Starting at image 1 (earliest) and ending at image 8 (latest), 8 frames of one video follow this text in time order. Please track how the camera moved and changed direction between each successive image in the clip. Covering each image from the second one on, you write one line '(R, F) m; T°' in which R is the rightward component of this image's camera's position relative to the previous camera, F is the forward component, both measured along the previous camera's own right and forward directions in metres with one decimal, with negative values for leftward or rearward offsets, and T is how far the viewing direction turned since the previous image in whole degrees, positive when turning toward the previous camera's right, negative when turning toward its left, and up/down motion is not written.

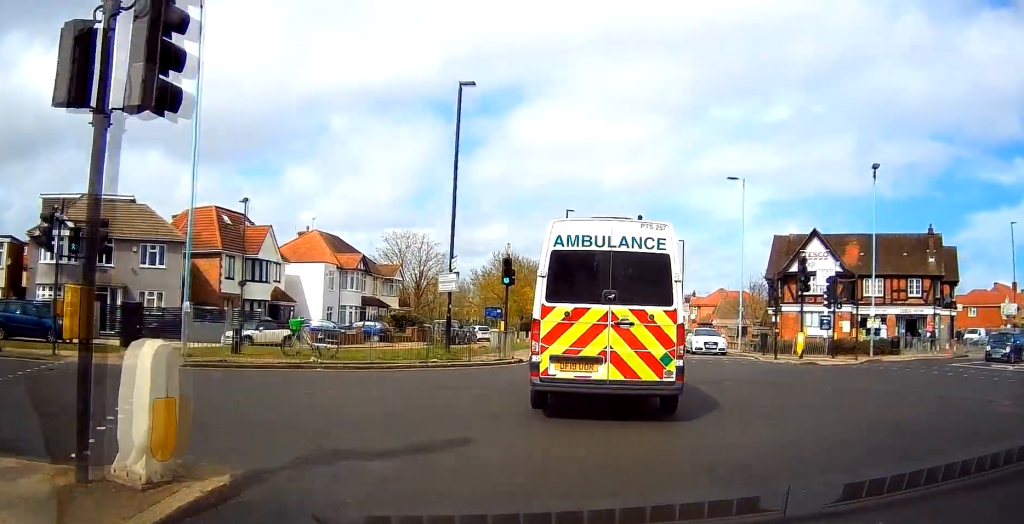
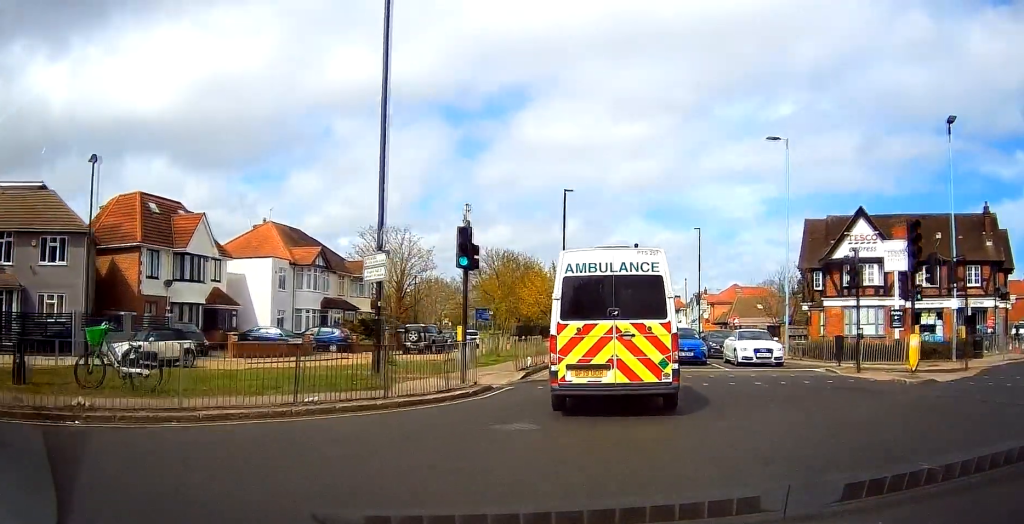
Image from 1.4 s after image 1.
(-0.3, +9.3) m; -1°
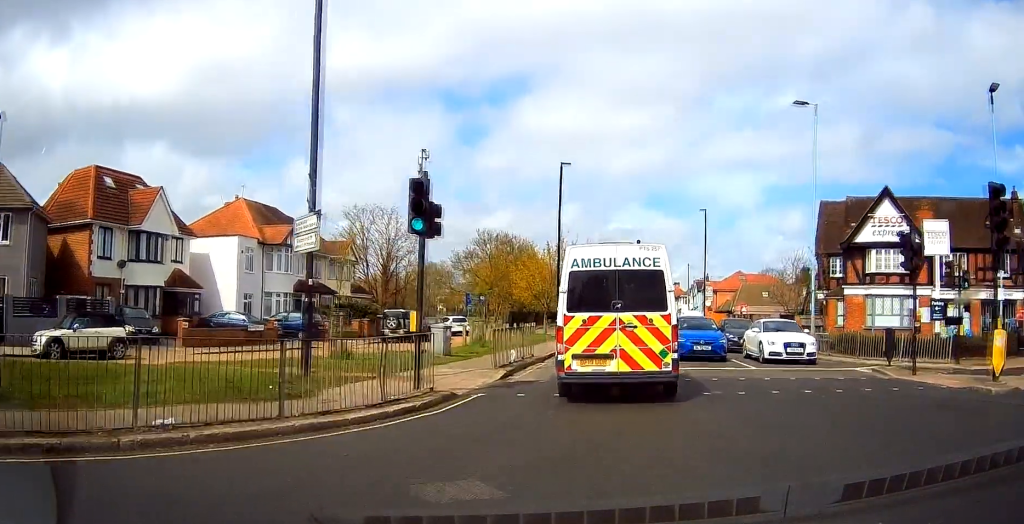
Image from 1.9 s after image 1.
(+0.1, +4.1) m; +1°
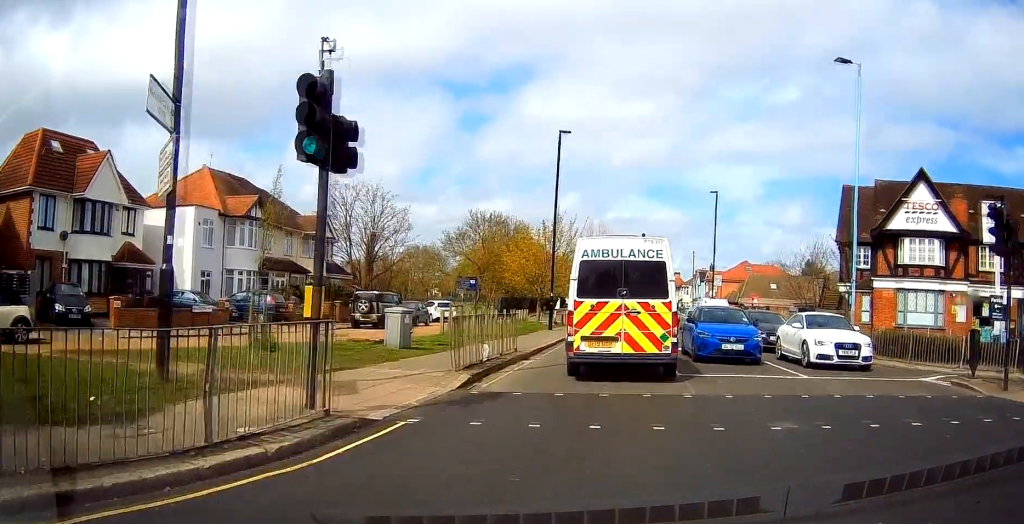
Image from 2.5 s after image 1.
(+0.1, +4.8) m; 0°
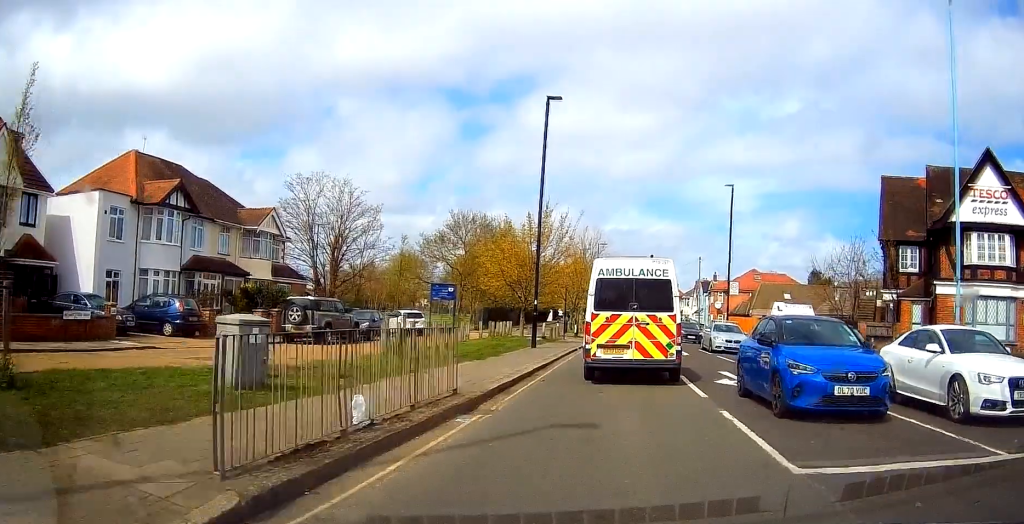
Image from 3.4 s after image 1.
(-0.1, +8.0) m; 0°
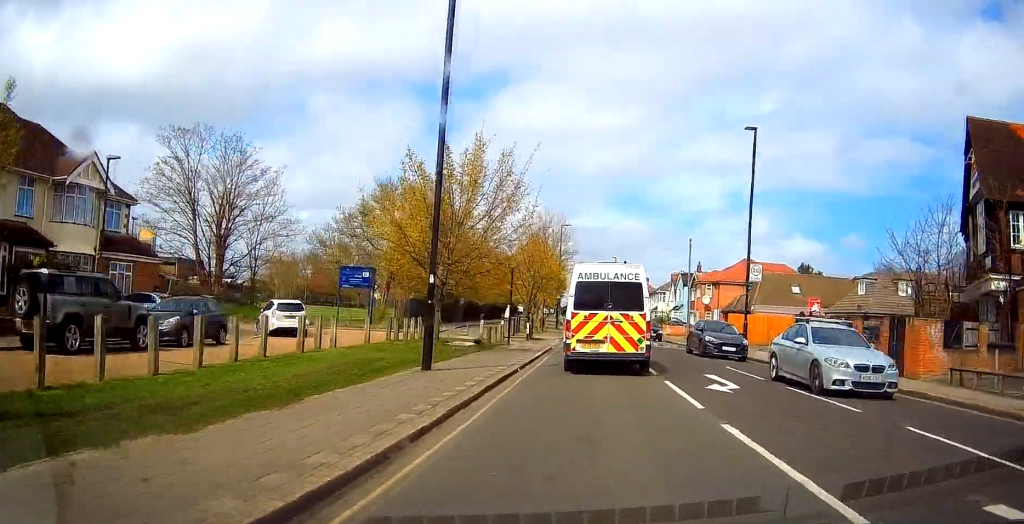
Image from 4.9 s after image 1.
(+0.4, +13.8) m; +3°
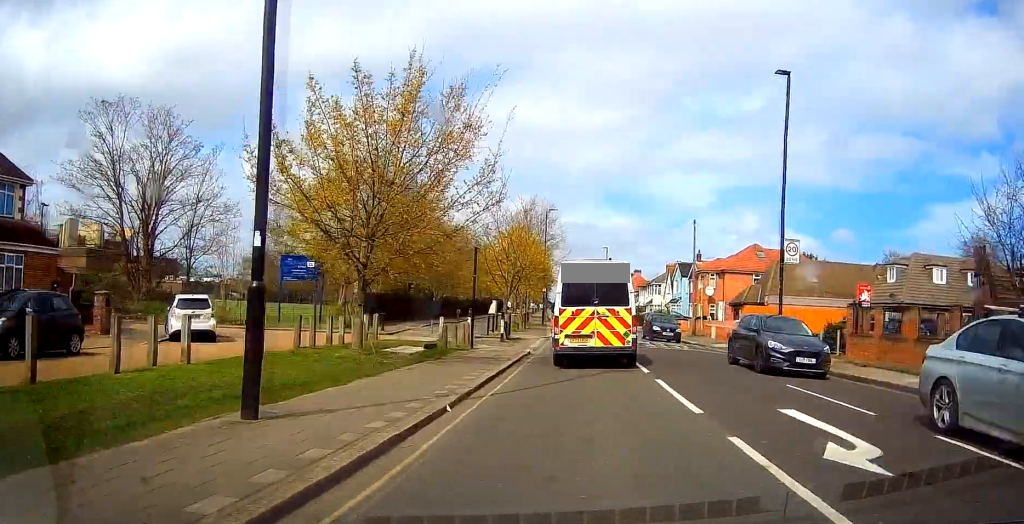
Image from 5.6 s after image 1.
(+0.1, +6.9) m; 0°
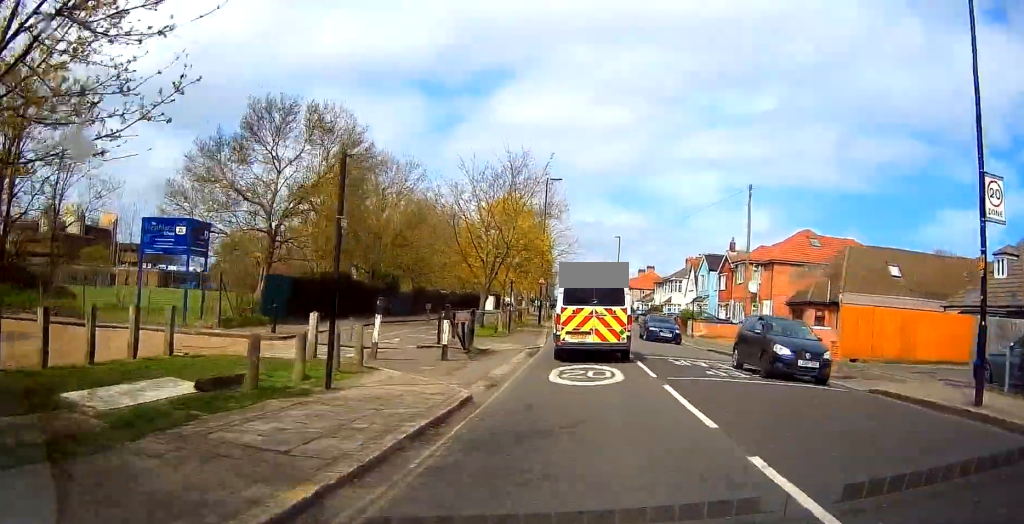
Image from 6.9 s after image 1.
(-0.2, +13.0) m; -1°
